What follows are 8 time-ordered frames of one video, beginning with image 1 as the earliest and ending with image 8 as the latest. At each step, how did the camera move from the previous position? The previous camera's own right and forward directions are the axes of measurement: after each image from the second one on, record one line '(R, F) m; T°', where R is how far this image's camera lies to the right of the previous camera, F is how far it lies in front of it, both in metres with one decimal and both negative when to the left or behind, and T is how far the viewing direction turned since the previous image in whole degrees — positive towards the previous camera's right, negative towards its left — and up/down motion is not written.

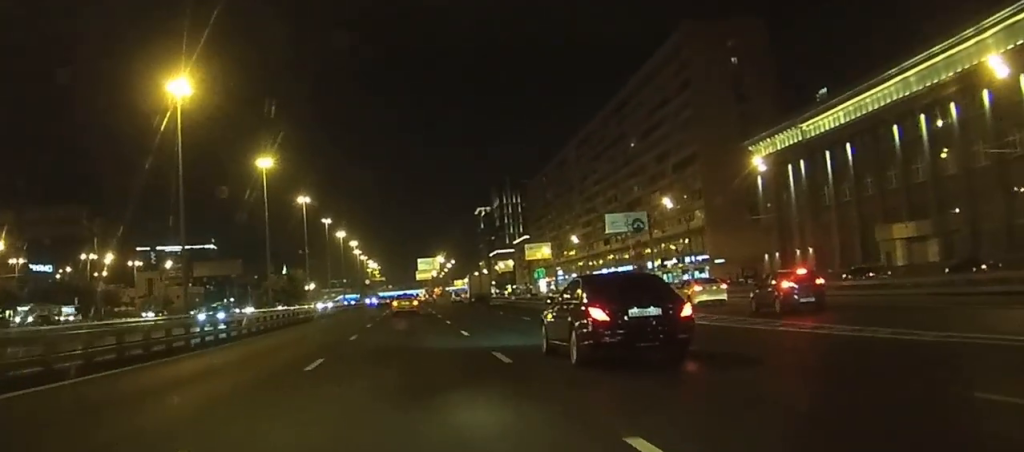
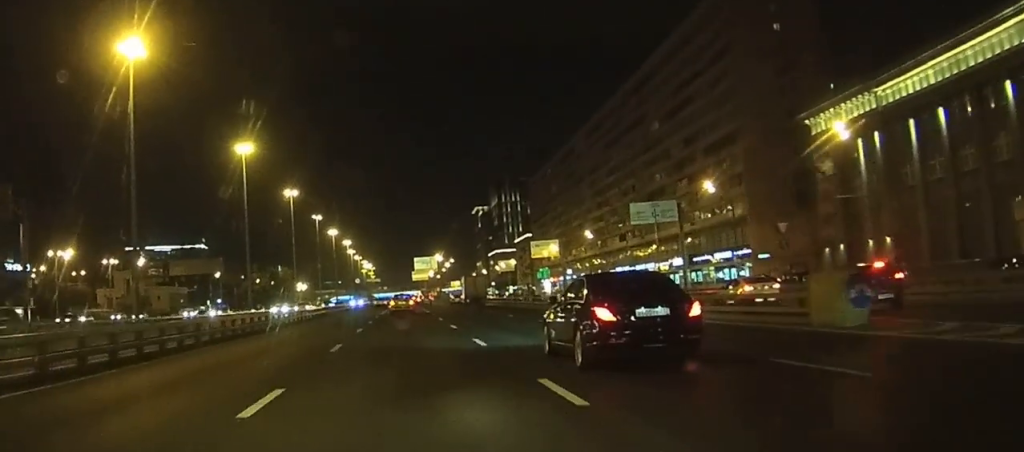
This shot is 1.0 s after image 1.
(+0.1, +18.7) m; +1°
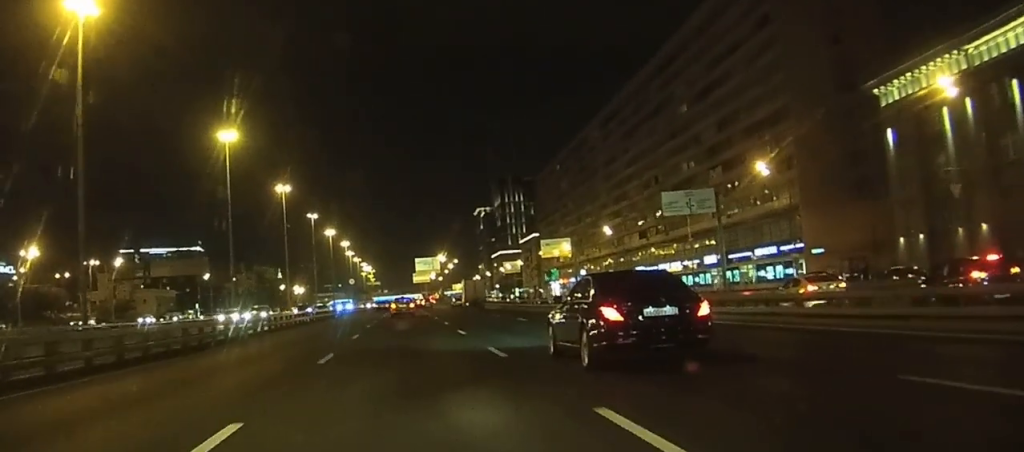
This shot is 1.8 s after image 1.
(0.0, +15.8) m; 0°
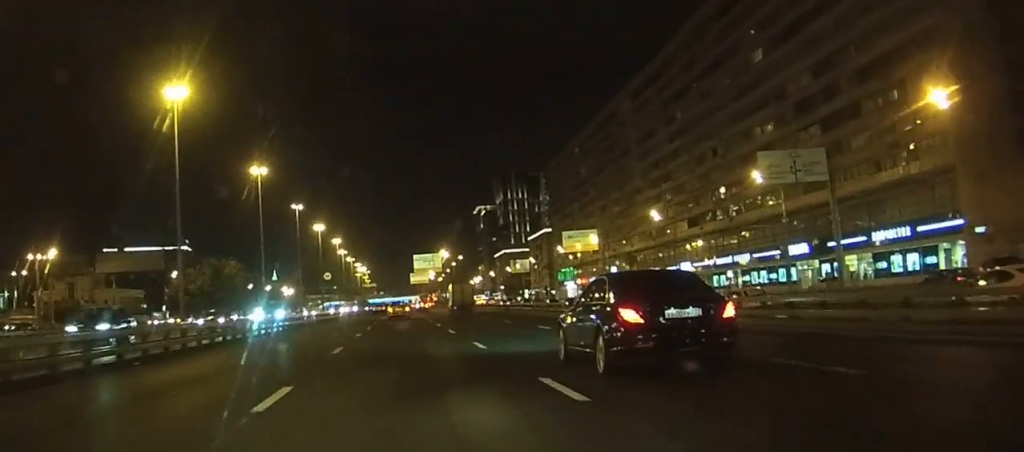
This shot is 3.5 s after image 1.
(-0.1, +32.0) m; 0°
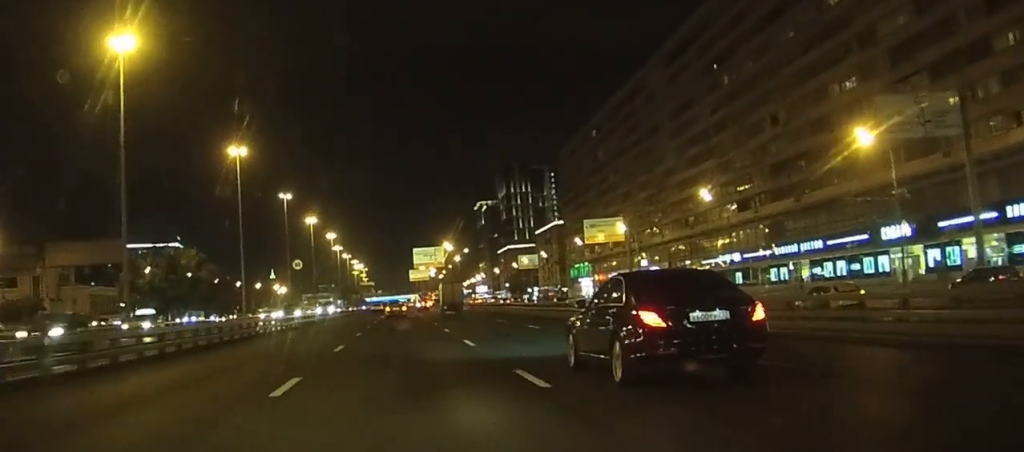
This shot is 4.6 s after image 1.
(0.0, +22.3) m; 0°
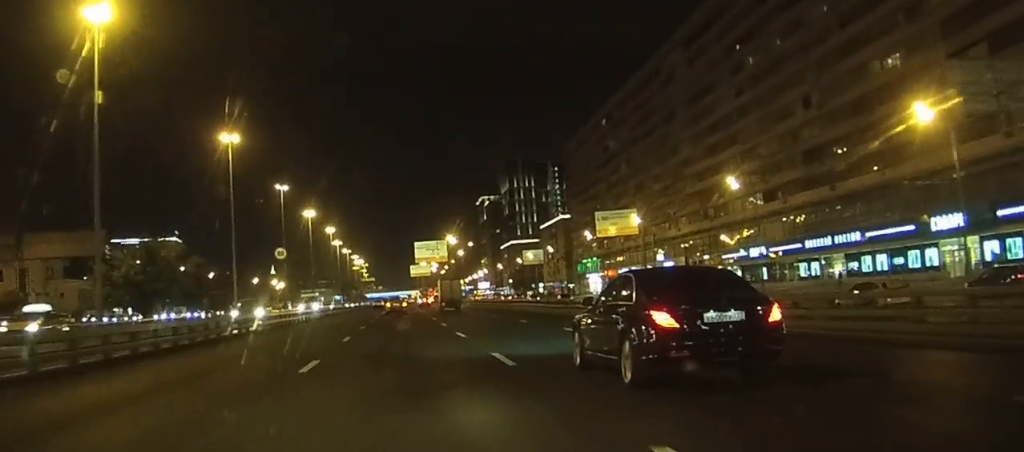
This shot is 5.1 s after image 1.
(0.0, +8.5) m; 0°
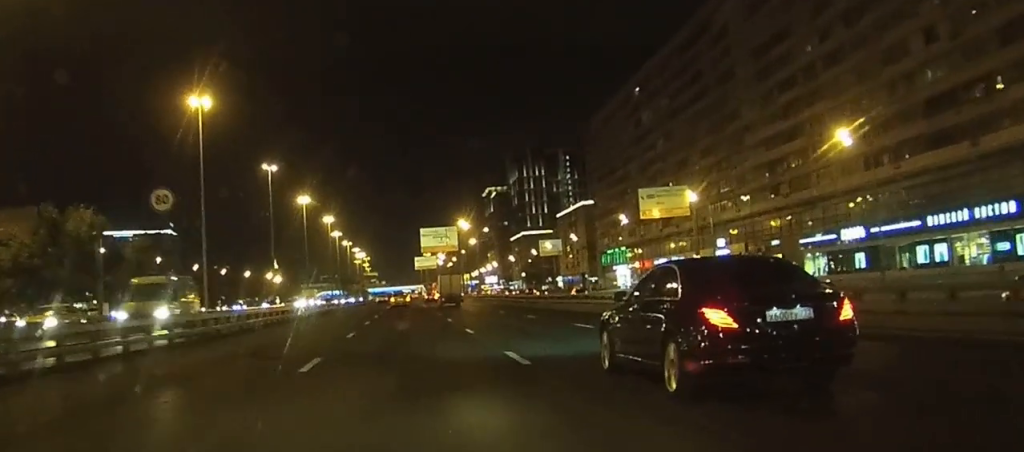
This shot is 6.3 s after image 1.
(0.0, +24.9) m; 0°
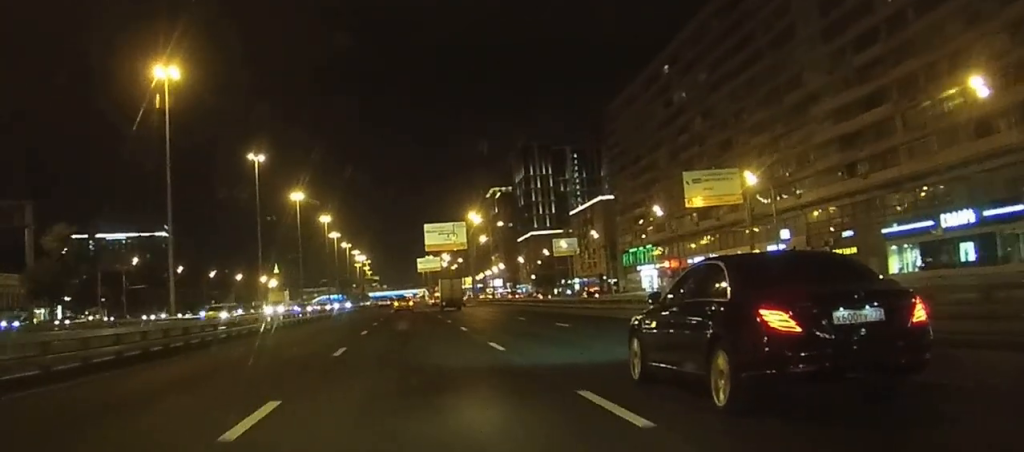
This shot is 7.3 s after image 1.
(0.0, +19.0) m; 0°
